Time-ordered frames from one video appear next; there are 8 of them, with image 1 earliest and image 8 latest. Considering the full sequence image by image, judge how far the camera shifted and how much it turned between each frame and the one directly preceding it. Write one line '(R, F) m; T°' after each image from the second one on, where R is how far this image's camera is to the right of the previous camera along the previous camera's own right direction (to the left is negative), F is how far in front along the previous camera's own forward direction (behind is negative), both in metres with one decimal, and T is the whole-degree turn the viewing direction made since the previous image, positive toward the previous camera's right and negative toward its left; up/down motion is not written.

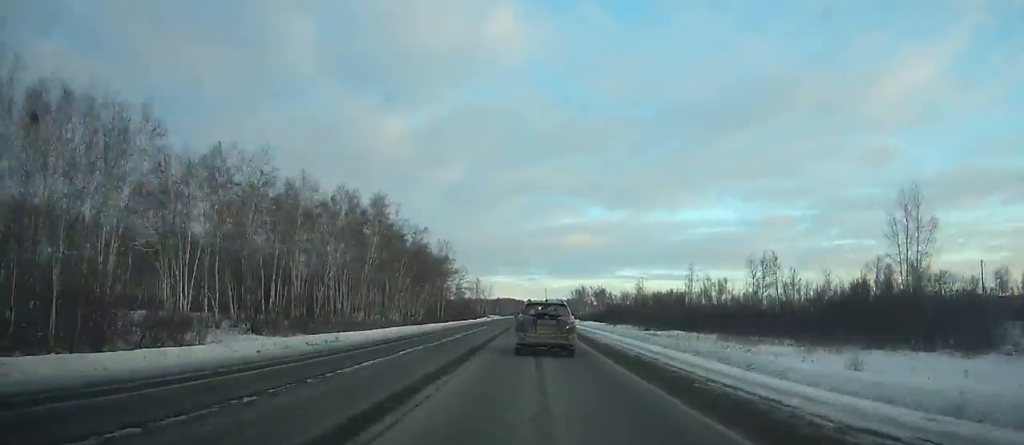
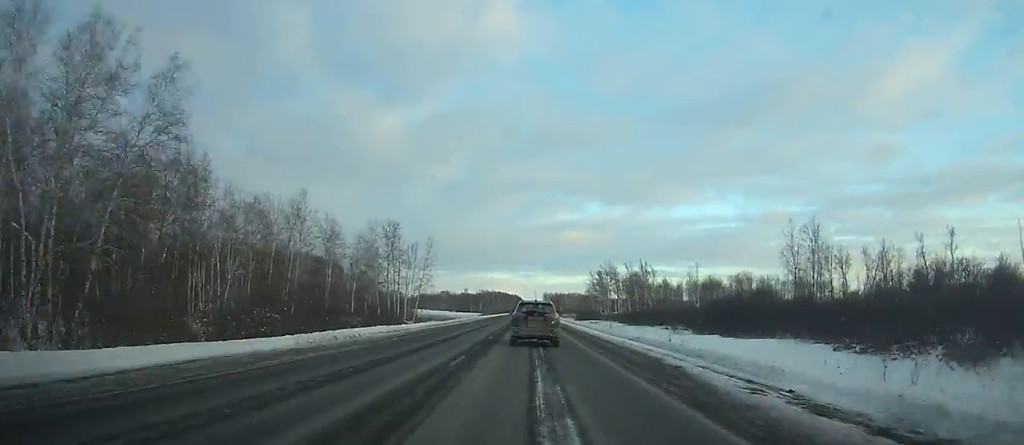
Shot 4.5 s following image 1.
(+0.3, +127.7) m; 0°
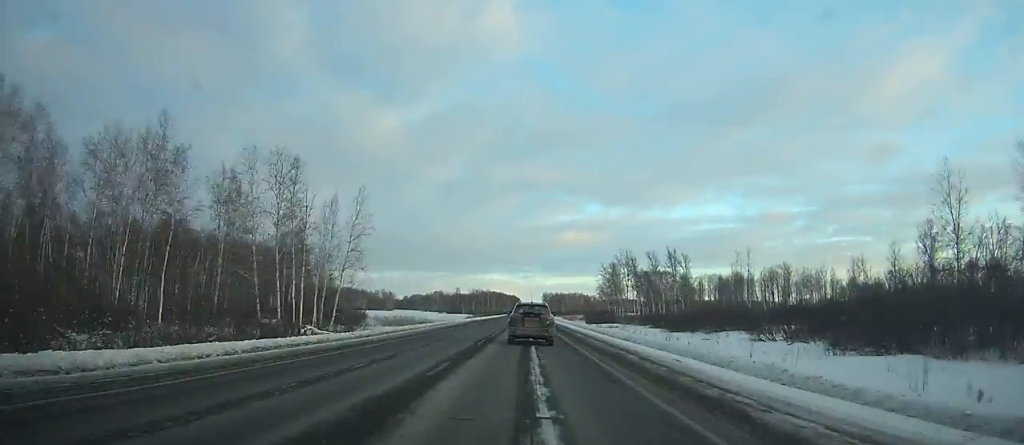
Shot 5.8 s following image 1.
(+0.1, +36.9) m; 0°
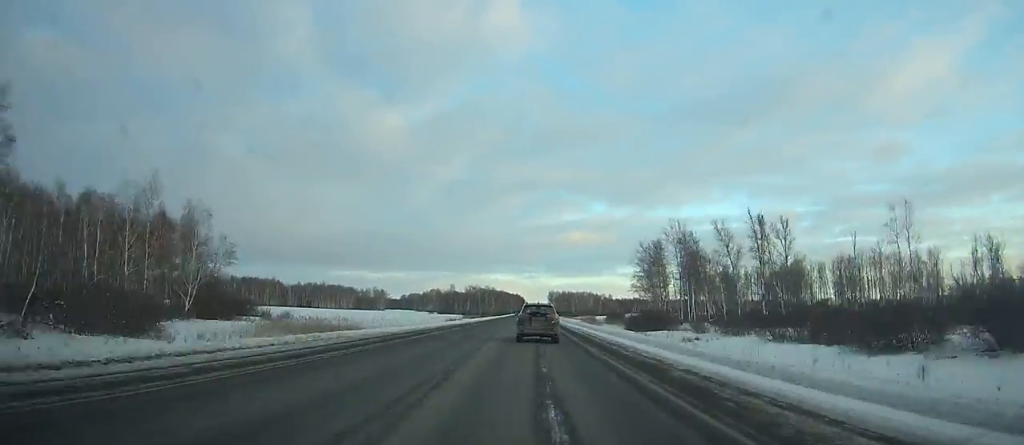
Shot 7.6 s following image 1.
(+0.1, +51.1) m; 0°
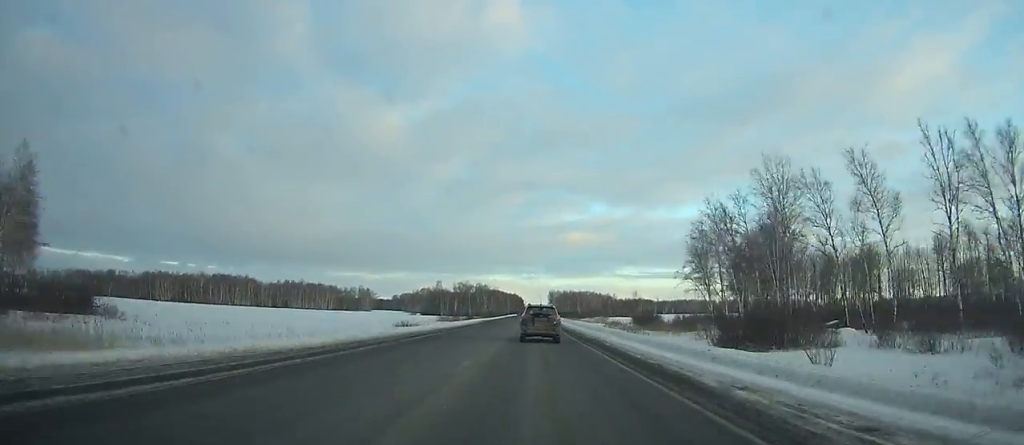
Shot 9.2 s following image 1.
(0.0, +45.7) m; 0°
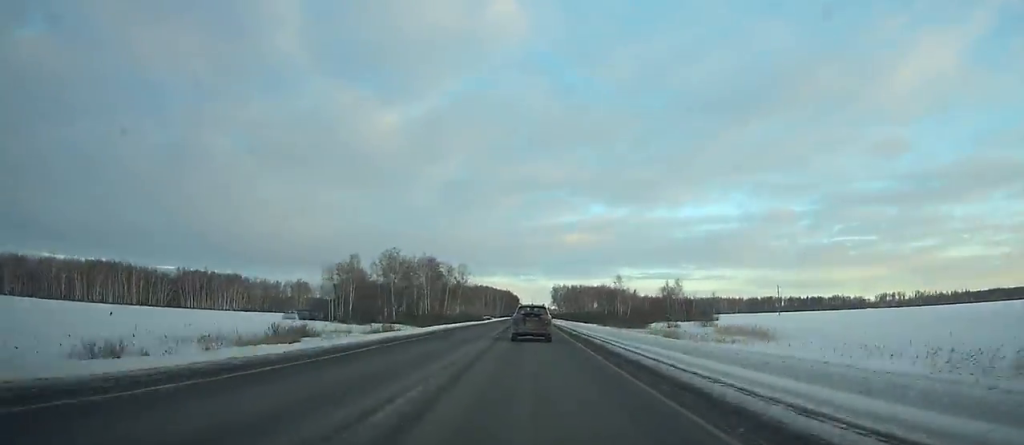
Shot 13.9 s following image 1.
(+0.2, +134.5) m; 0°
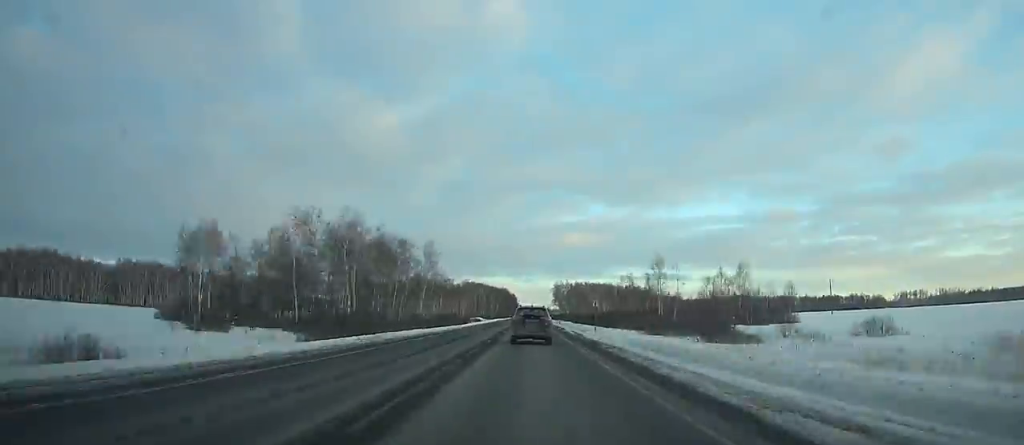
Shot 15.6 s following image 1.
(0.0, +48.6) m; 0°
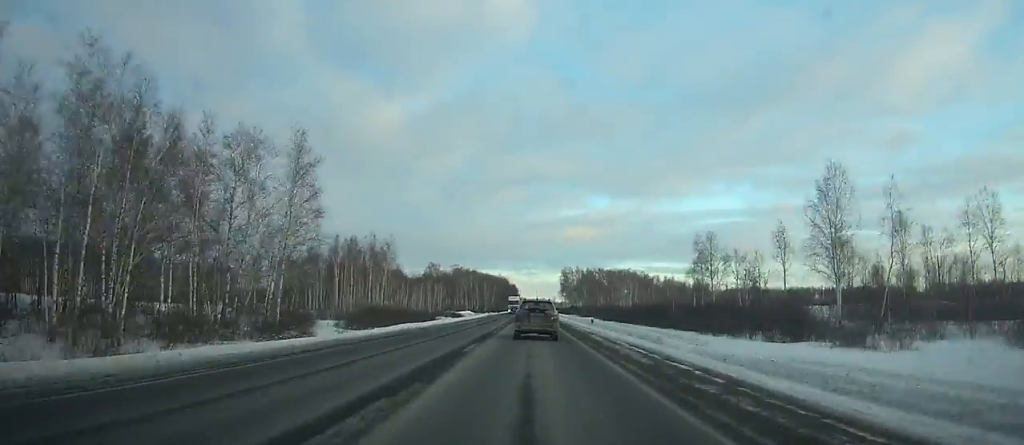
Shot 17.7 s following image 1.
(-0.1, +59.7) m; 0°
